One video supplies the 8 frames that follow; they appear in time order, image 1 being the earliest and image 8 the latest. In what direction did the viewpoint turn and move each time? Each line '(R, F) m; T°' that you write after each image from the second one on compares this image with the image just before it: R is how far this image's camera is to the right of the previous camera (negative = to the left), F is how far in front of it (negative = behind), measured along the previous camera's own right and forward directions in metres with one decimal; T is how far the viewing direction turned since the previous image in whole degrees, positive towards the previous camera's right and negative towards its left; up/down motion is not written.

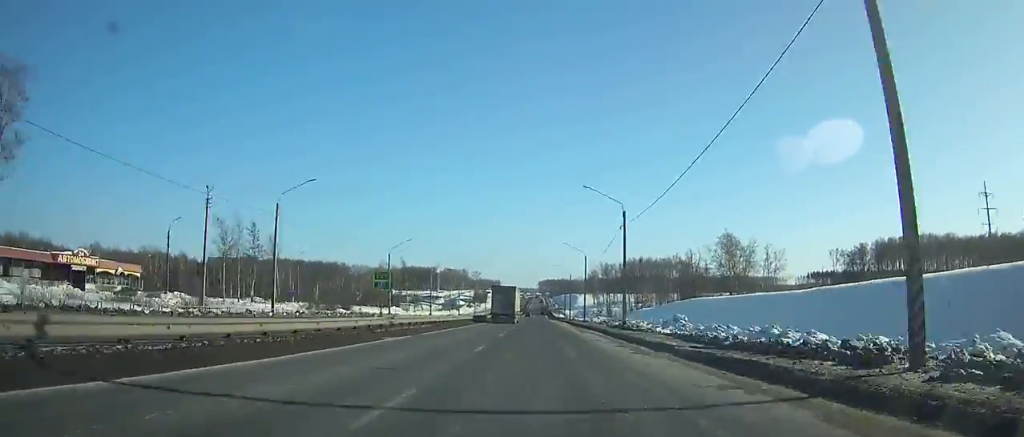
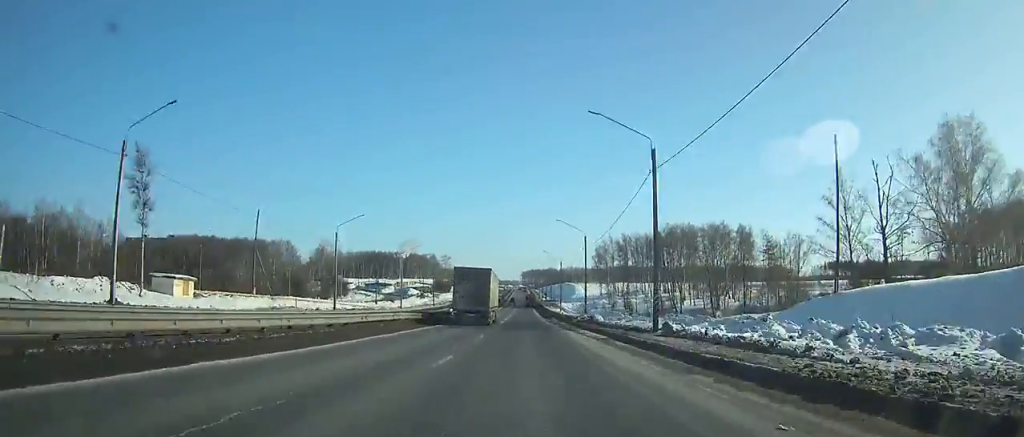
(+0.8, +83.9) m; +1°
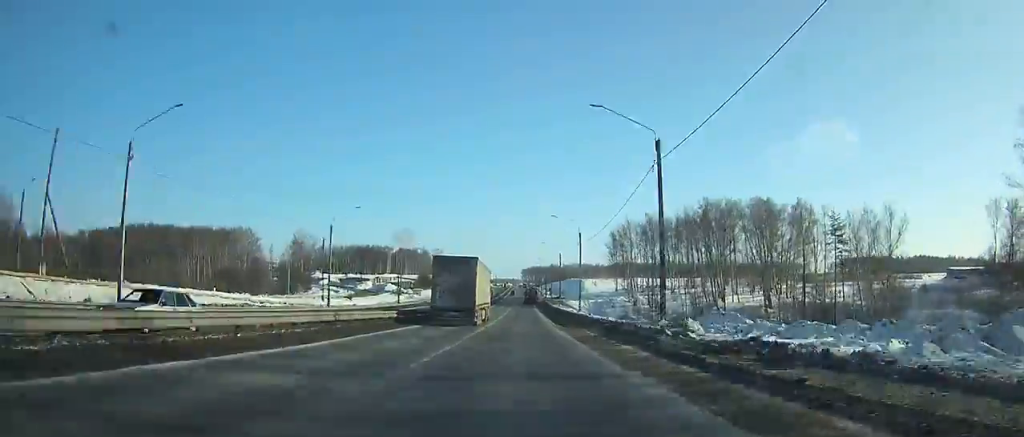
(+0.2, +32.8) m; 0°
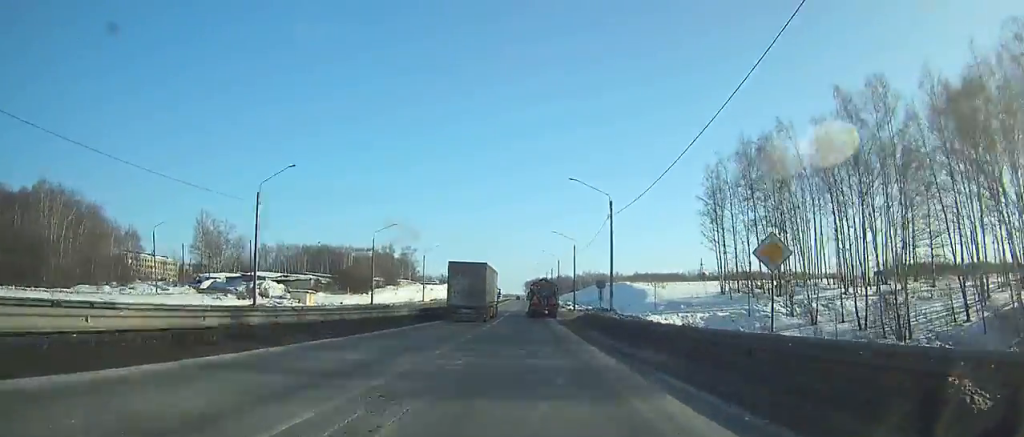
(+1.1, +93.9) m; -1°
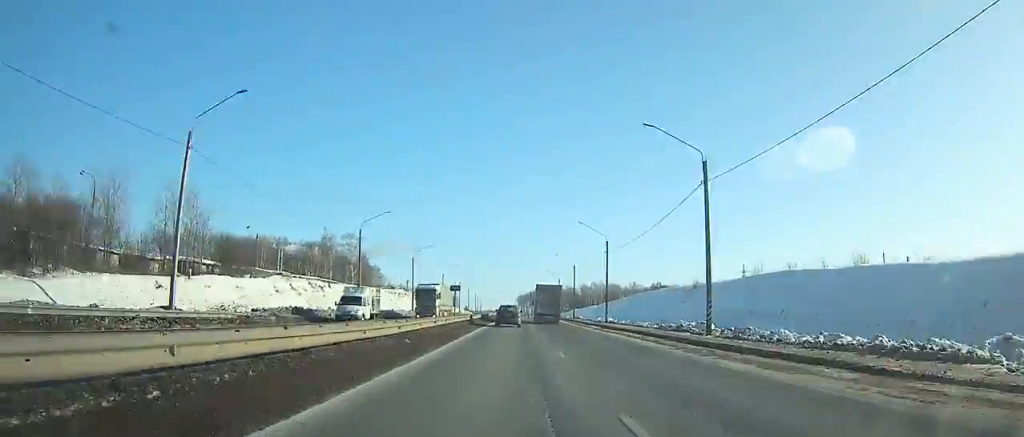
(-3.0, +94.7) m; 0°
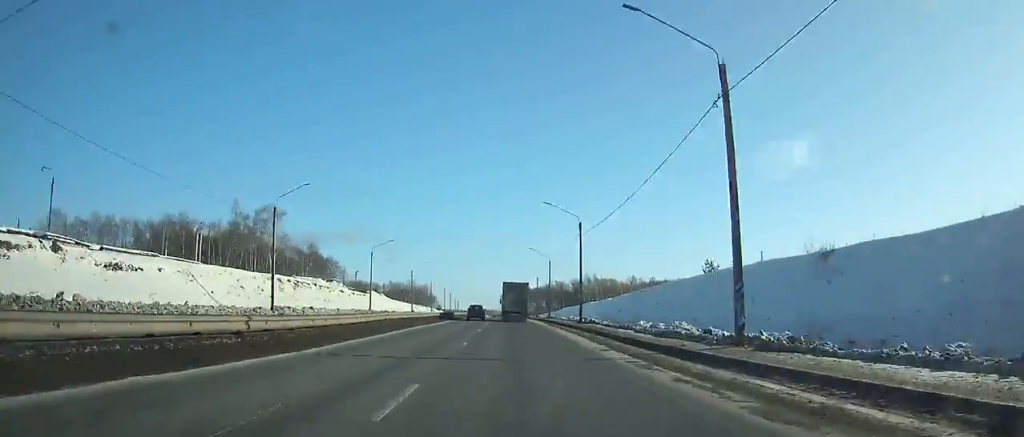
(+1.2, +44.9) m; +1°
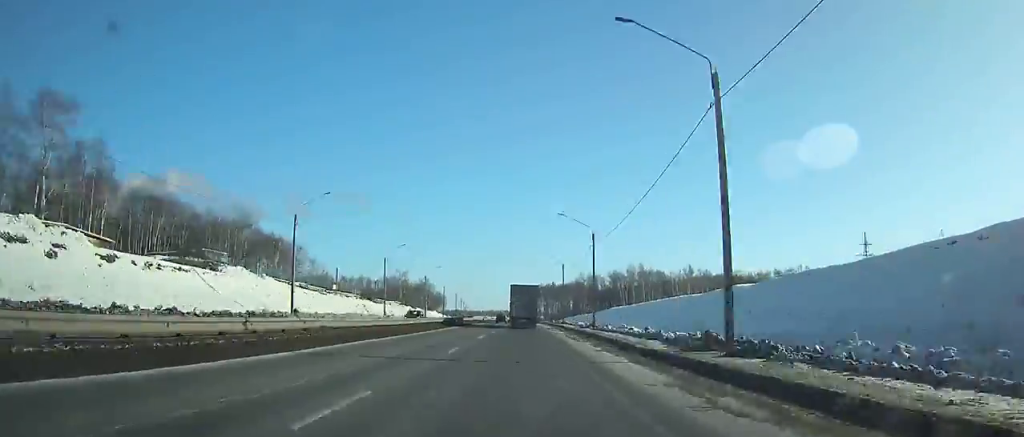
(-0.7, +70.0) m; -1°
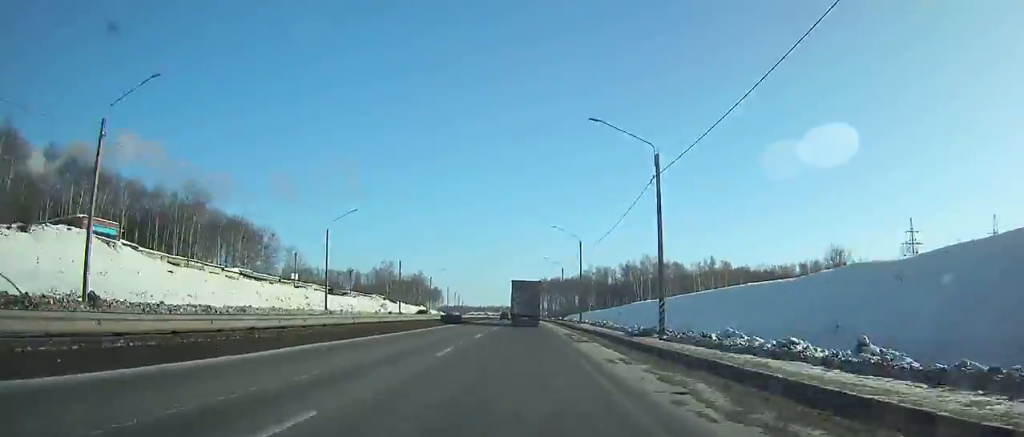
(0.0, +25.4) m; 0°
